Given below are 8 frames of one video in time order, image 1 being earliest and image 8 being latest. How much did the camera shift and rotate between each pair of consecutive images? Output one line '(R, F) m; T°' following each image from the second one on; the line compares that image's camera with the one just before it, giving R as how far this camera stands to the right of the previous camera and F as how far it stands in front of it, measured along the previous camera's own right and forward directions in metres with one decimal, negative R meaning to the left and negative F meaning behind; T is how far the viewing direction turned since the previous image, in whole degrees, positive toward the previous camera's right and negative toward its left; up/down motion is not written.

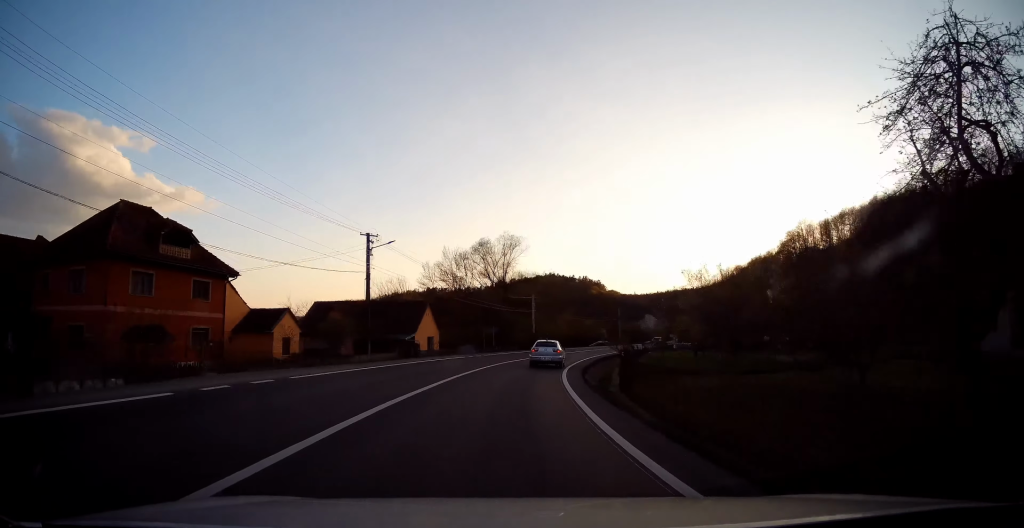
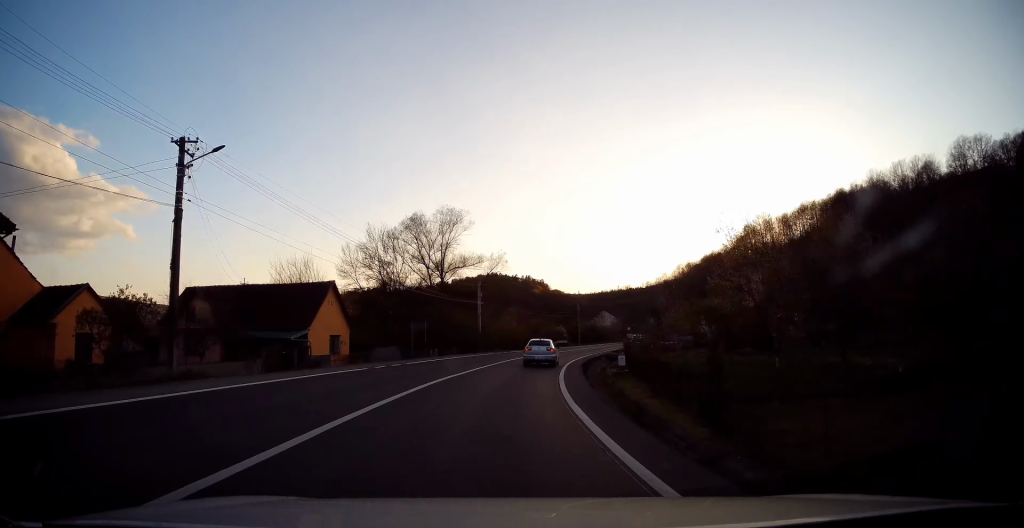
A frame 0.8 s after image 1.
(+0.7, +15.5) m; +6°
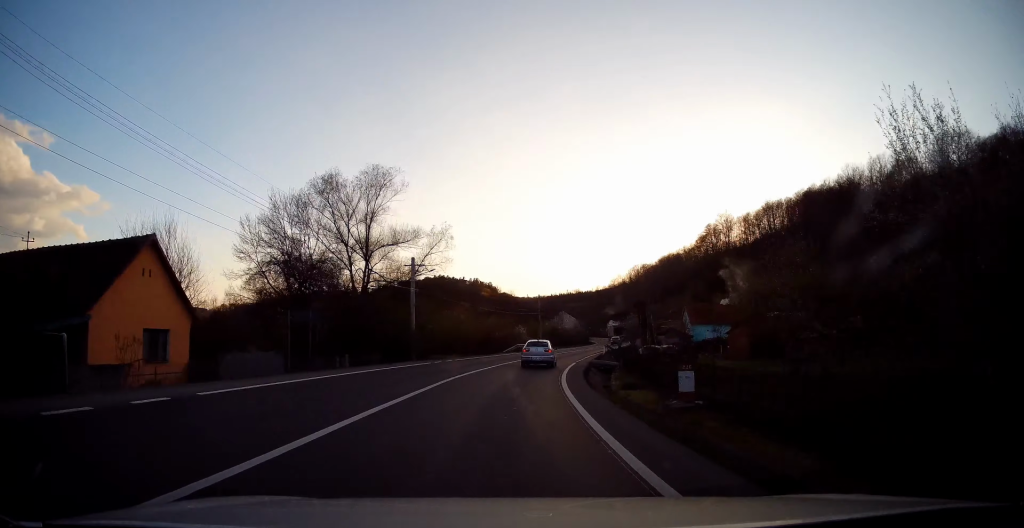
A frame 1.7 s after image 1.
(+0.7, +15.6) m; +5°
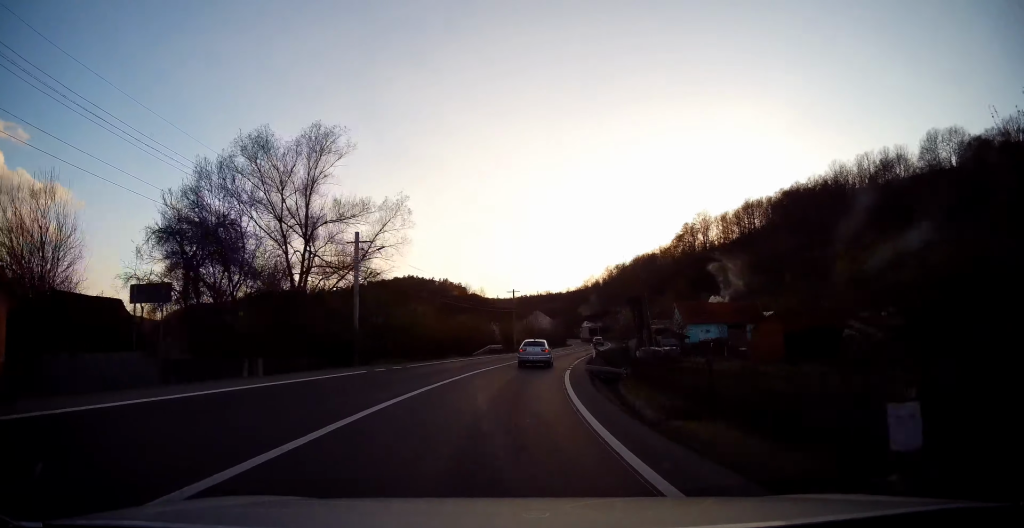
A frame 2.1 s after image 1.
(+0.3, +8.8) m; +3°
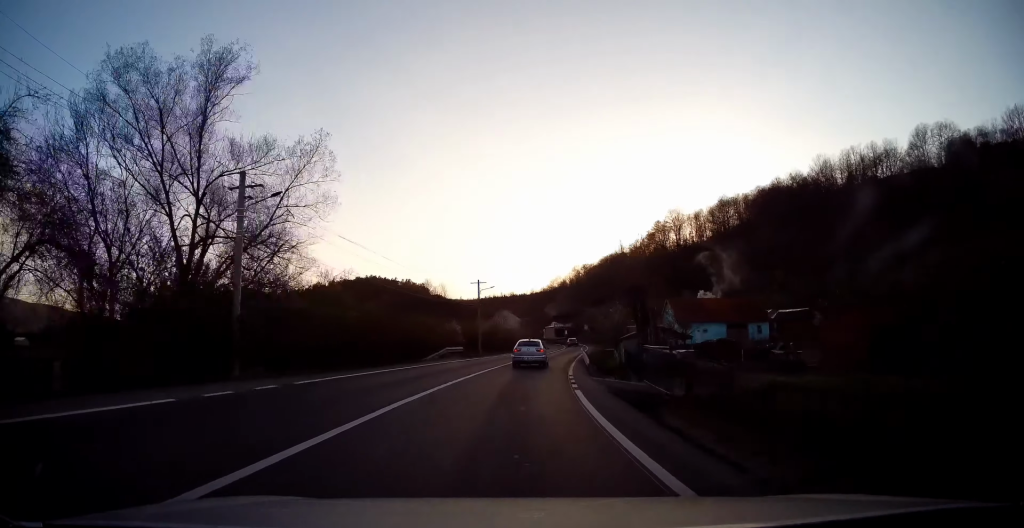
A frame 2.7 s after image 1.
(+0.1, +10.7) m; +4°
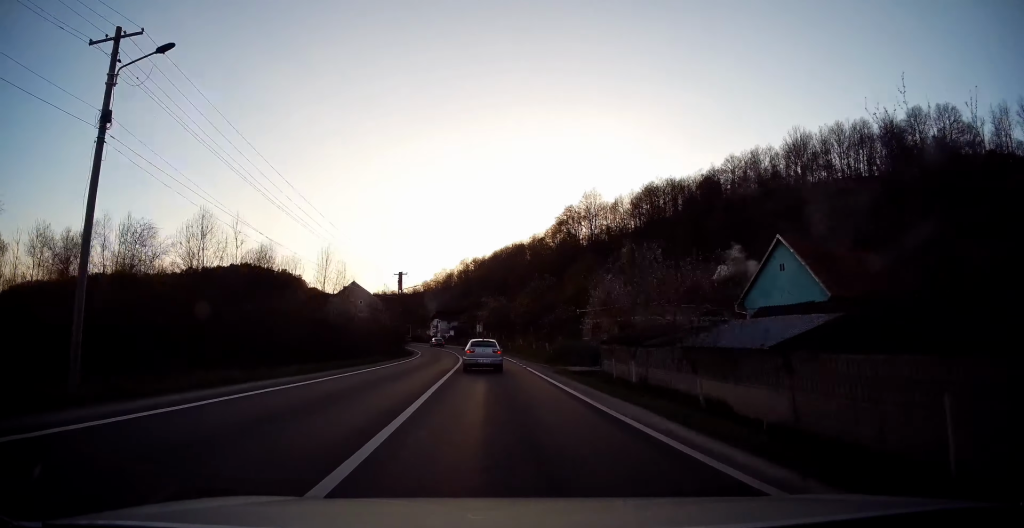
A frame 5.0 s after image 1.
(+6.3, +43.5) m; +13°
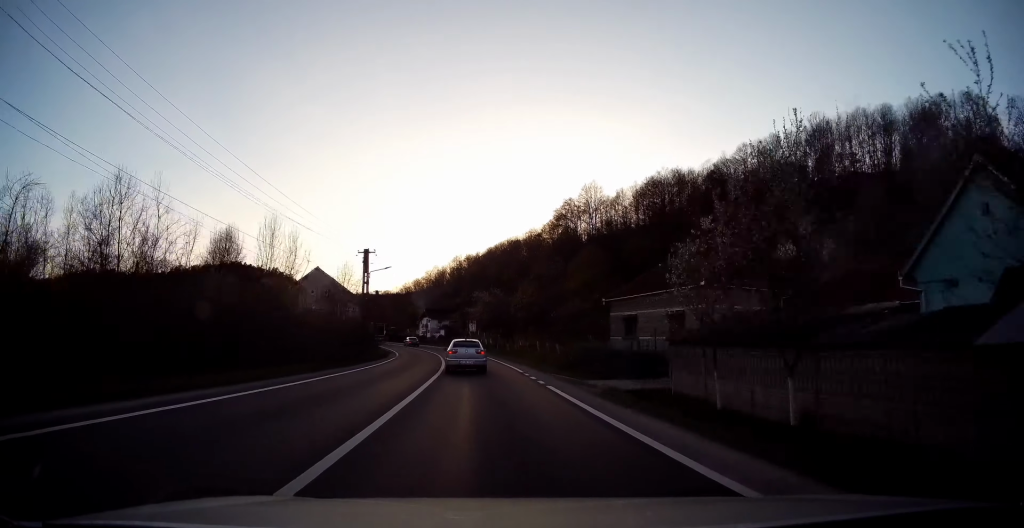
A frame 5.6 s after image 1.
(-0.4, +11.8) m; +3°
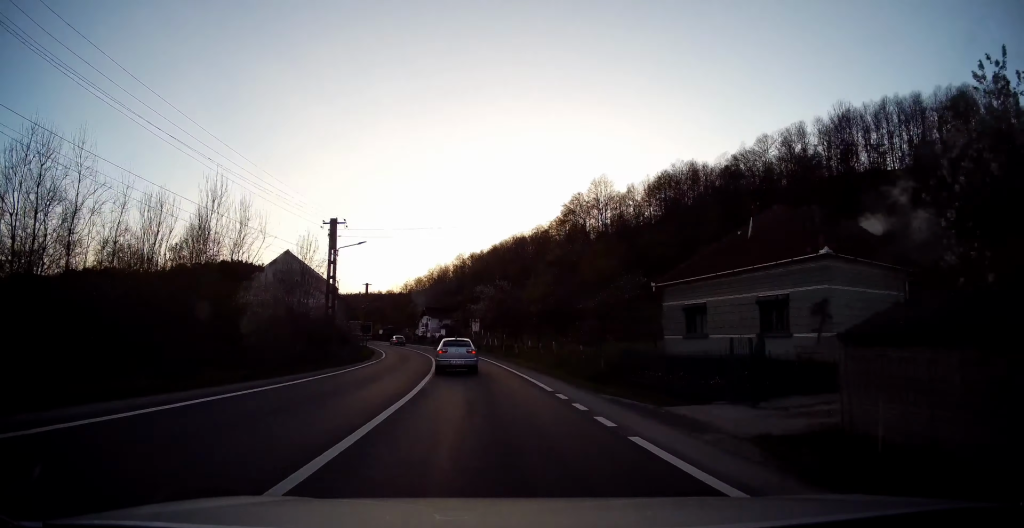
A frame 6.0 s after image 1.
(+0.7, +9.1) m; +2°
